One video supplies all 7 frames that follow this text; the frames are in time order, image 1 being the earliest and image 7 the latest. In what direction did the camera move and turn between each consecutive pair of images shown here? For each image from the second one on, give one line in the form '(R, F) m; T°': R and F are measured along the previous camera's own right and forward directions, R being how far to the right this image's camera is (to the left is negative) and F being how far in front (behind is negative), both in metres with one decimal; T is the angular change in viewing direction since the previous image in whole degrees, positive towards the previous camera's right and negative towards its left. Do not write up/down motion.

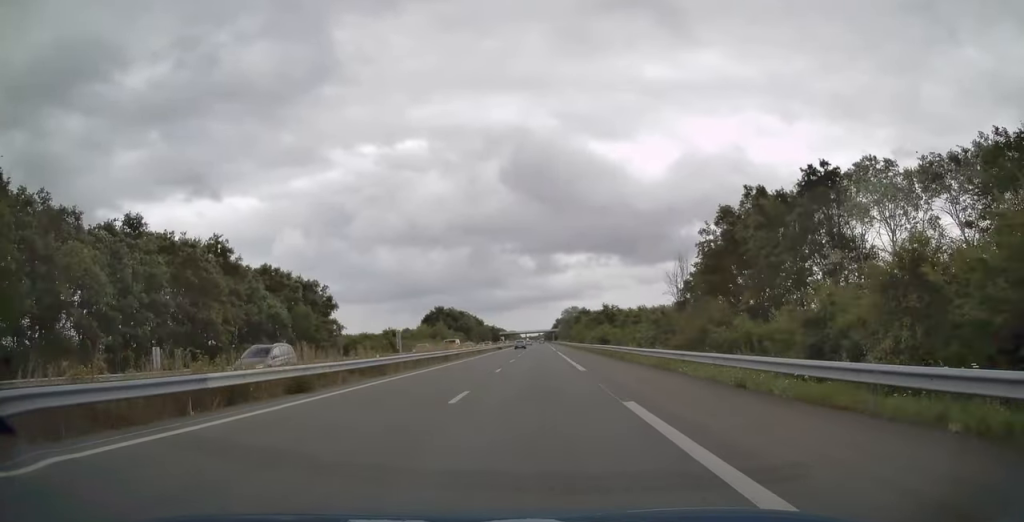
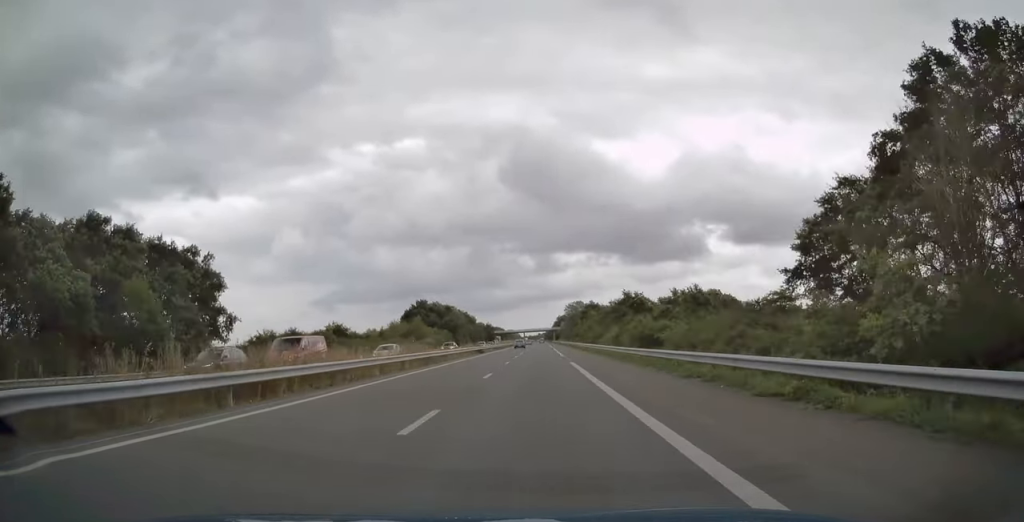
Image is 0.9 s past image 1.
(-0.3, +30.0) m; -1°
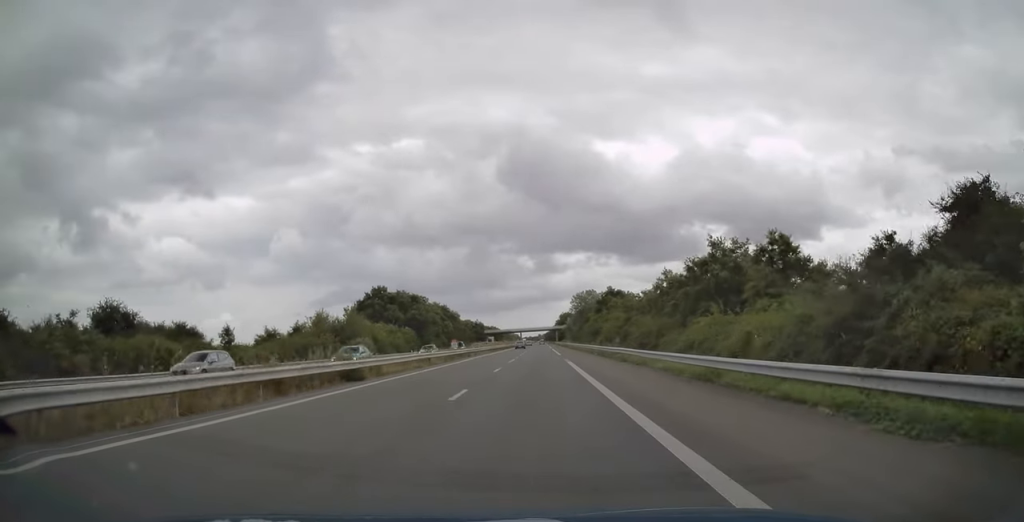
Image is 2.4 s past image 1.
(+0.3, +46.0) m; +1°
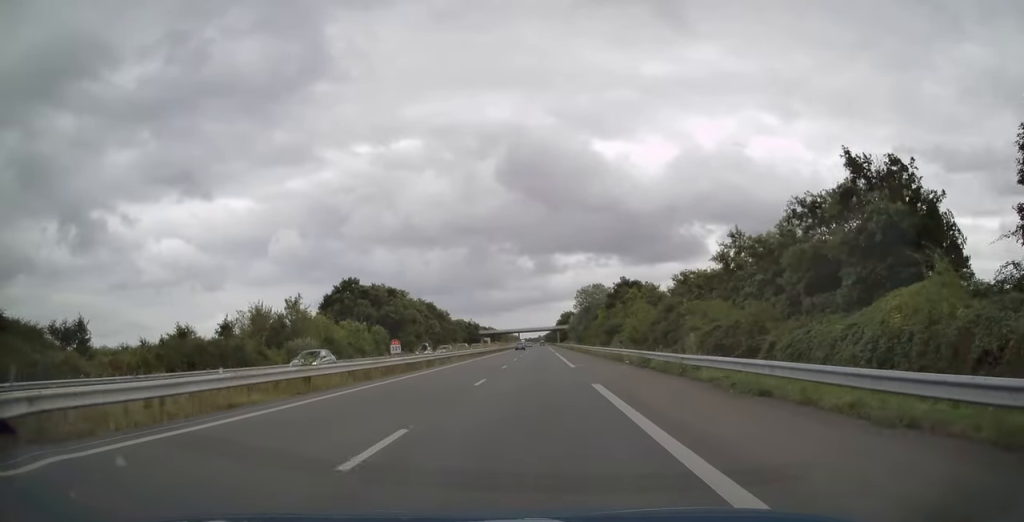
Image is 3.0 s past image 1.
(+0.2, +20.3) m; 0°
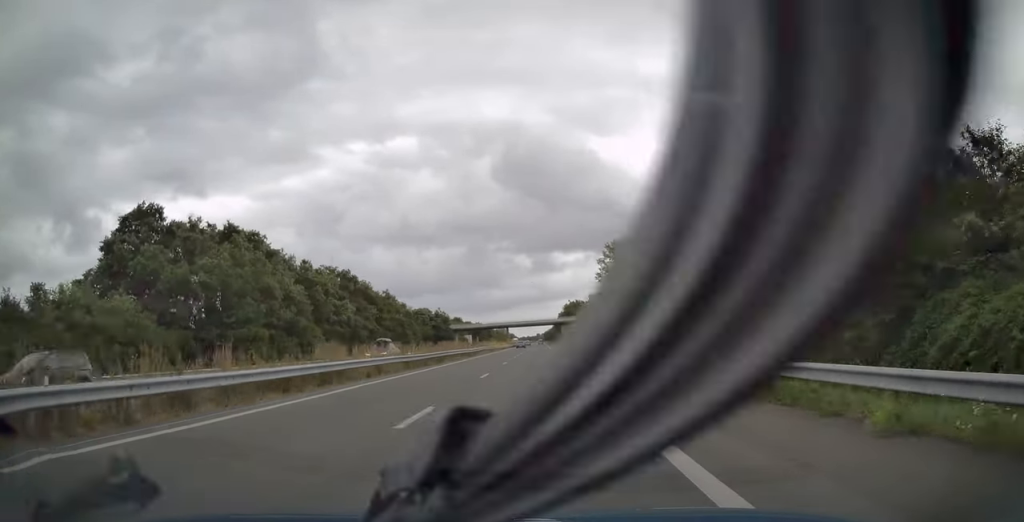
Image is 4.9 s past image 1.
(-0.1, +61.2) m; 0°
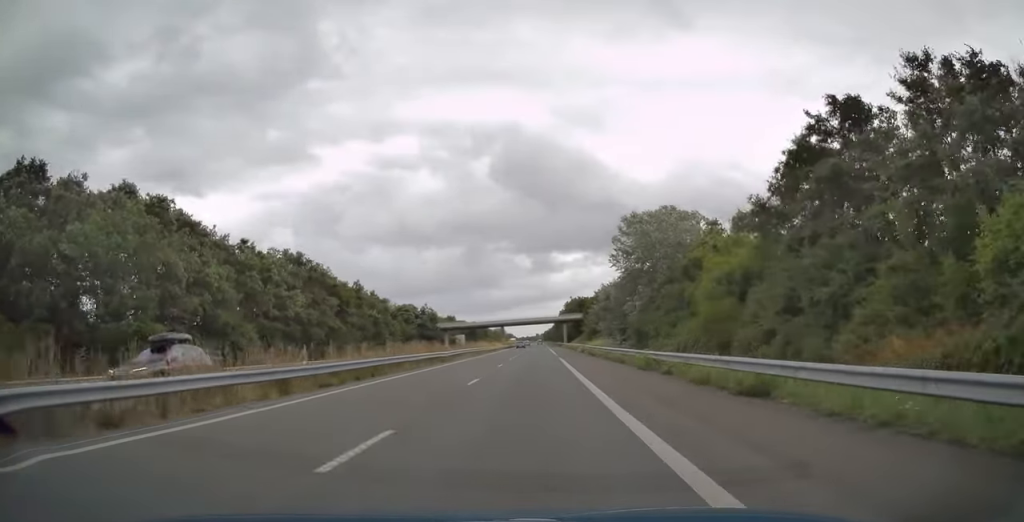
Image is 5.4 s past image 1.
(-0.2, +16.1) m; 0°
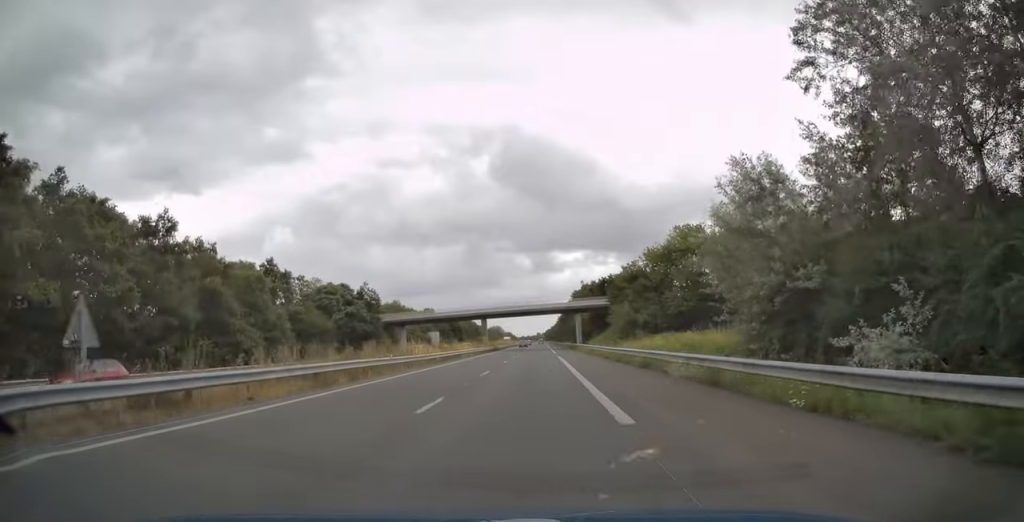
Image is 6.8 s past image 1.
(+0.1, +46.2) m; 0°
